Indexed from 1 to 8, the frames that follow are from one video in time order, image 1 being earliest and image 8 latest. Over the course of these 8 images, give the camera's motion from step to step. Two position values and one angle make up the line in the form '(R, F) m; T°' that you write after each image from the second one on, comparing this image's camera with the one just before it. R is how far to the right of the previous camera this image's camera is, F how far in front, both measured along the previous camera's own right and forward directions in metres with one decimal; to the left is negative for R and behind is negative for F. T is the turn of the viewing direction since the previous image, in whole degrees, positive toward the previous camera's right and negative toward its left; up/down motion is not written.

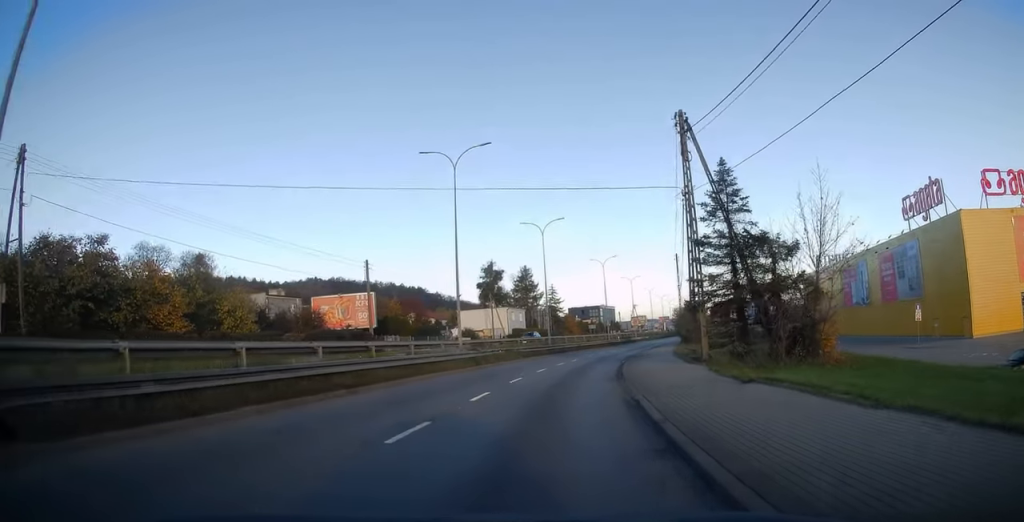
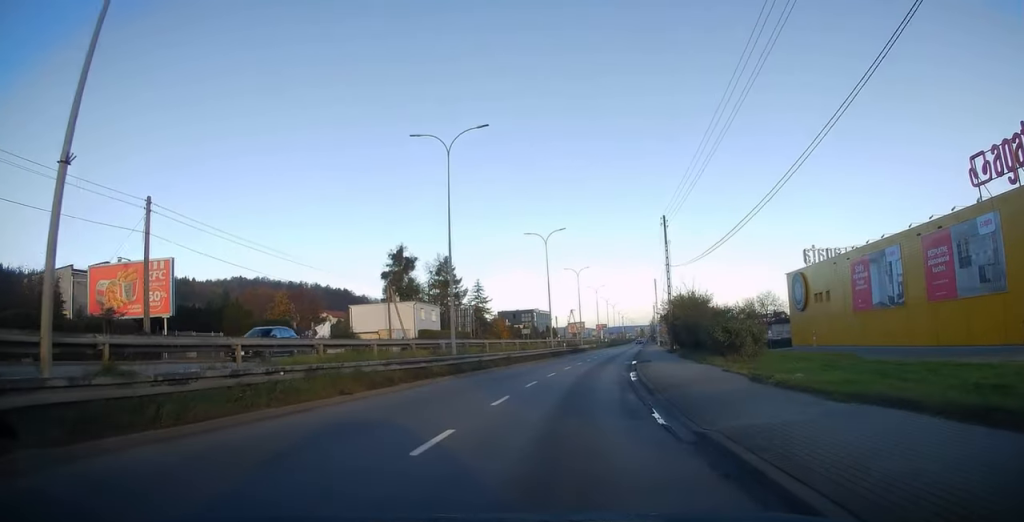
(+1.3, +24.5) m; +6°
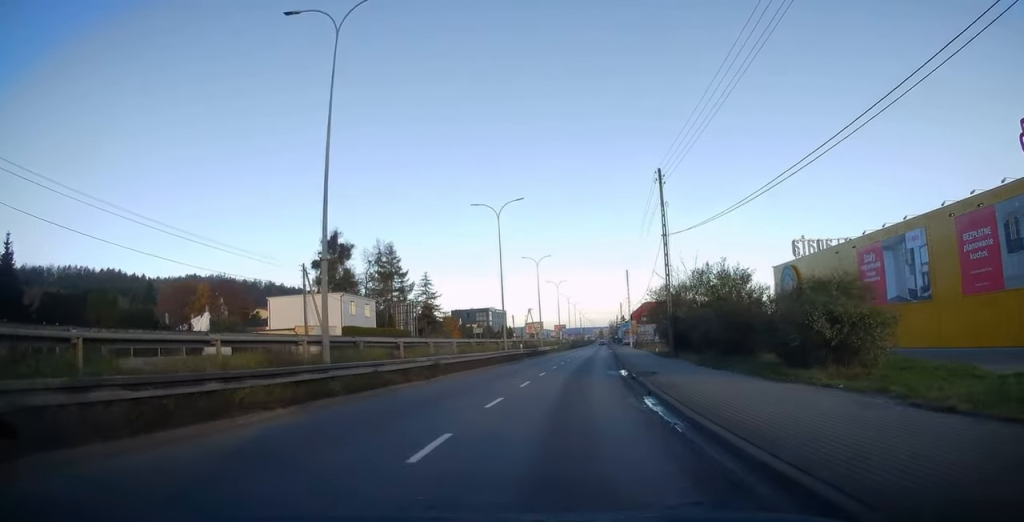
(+0.2, +12.2) m; +4°
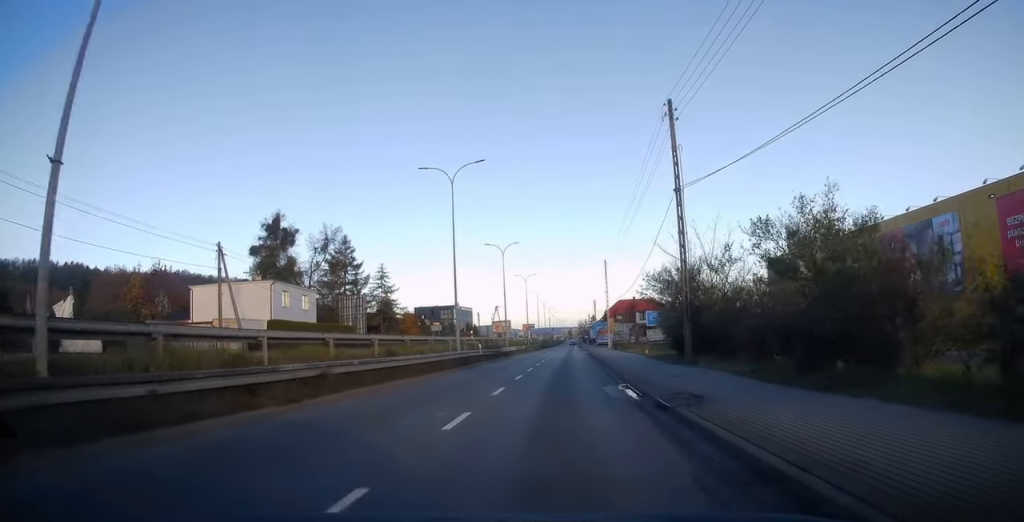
(+0.4, +9.4) m; +2°
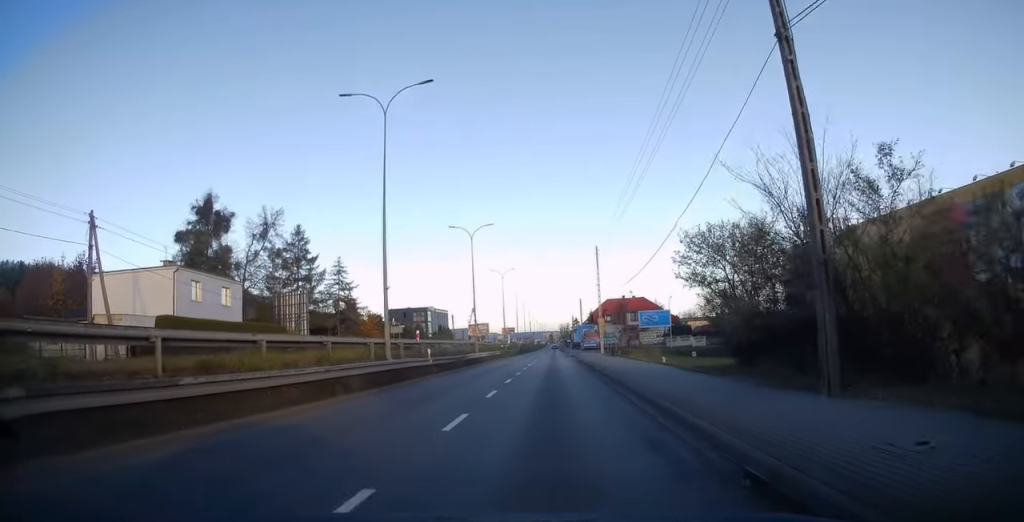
(+0.3, +11.9) m; +2°
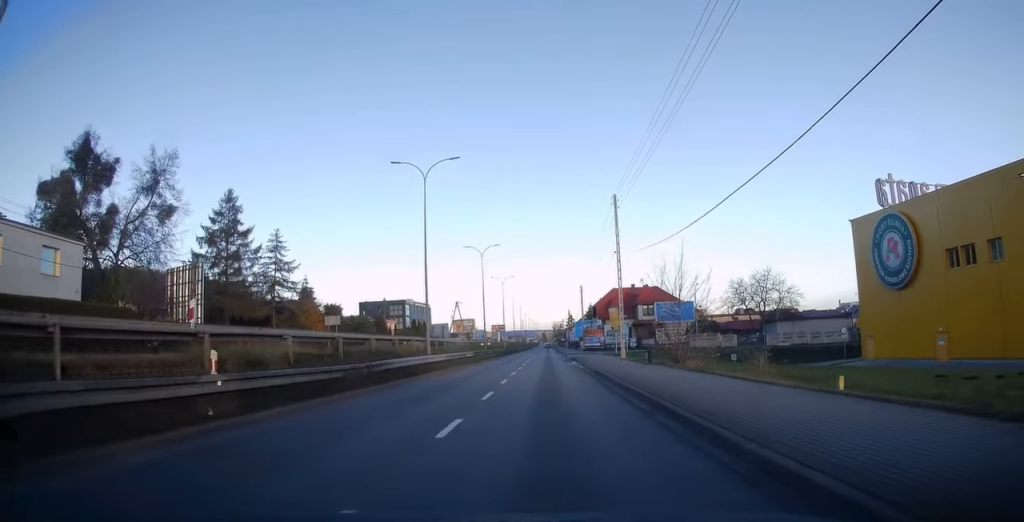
(+0.2, +18.8) m; 0°
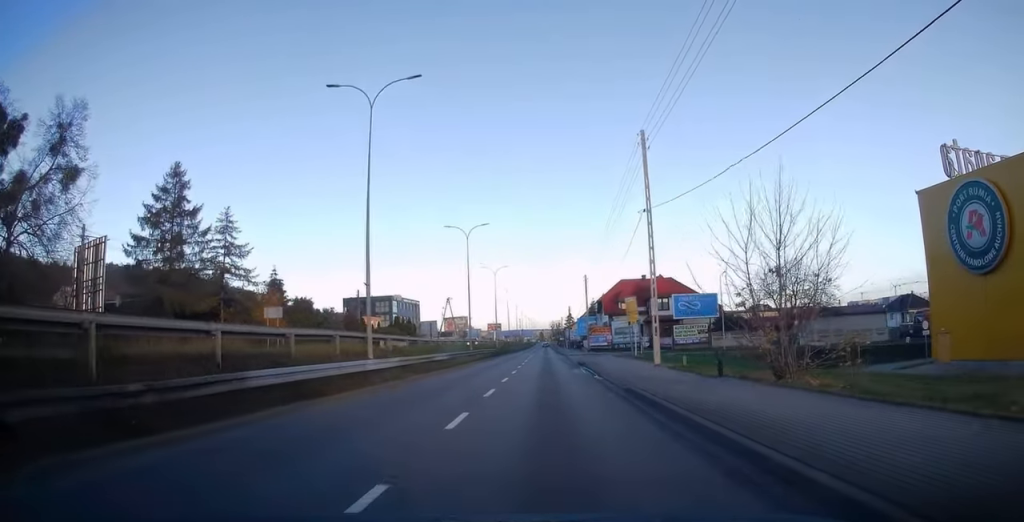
(-0.1, +11.0) m; 0°
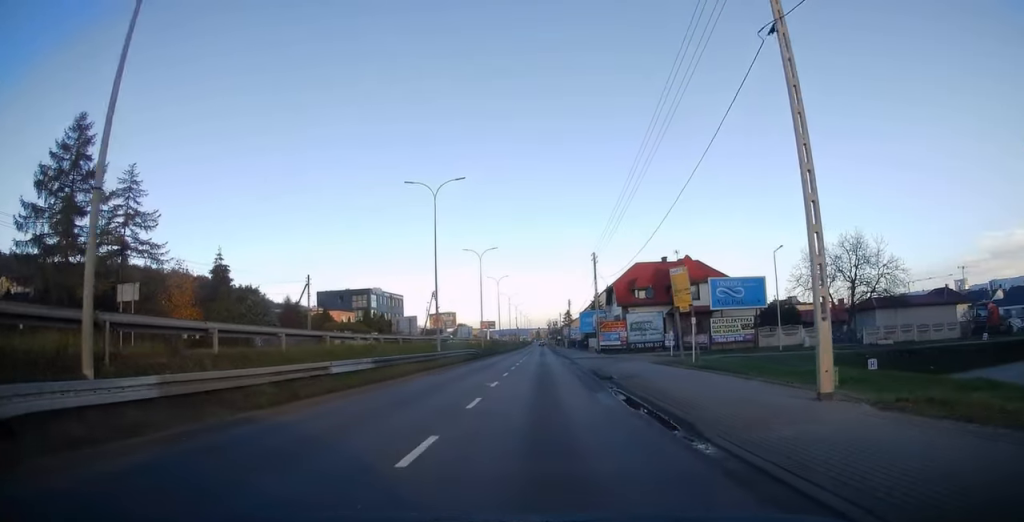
(+0.2, +15.0) m; +1°
